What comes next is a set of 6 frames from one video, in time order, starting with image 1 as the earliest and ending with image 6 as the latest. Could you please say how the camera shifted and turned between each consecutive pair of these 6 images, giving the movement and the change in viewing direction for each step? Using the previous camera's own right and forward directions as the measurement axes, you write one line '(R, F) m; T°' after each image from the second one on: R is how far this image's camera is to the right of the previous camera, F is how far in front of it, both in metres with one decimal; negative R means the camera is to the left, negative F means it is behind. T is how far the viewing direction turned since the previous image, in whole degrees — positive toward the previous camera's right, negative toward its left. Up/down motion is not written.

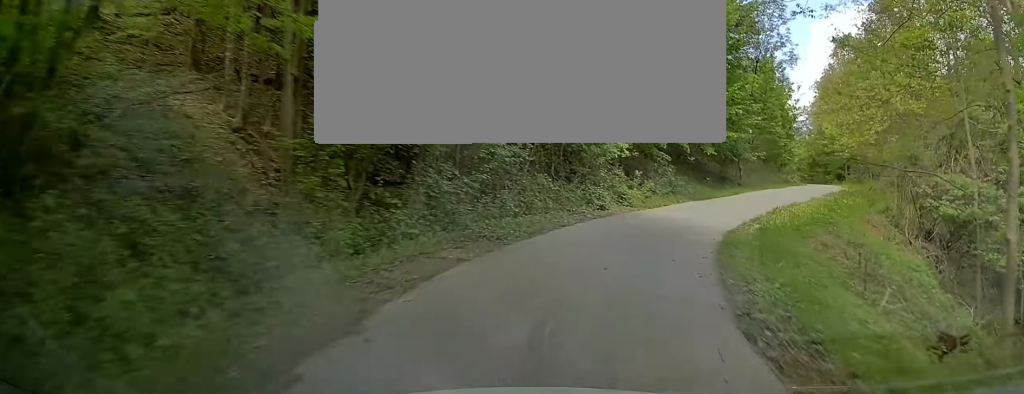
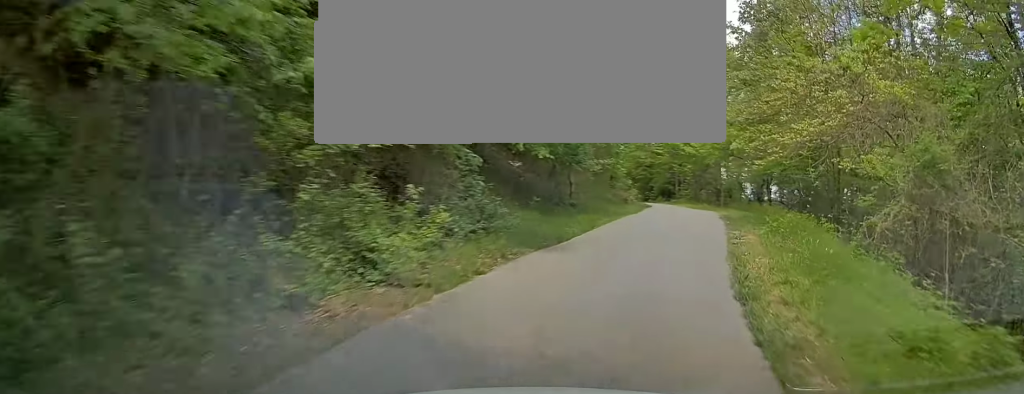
(+1.1, +11.3) m; +14°
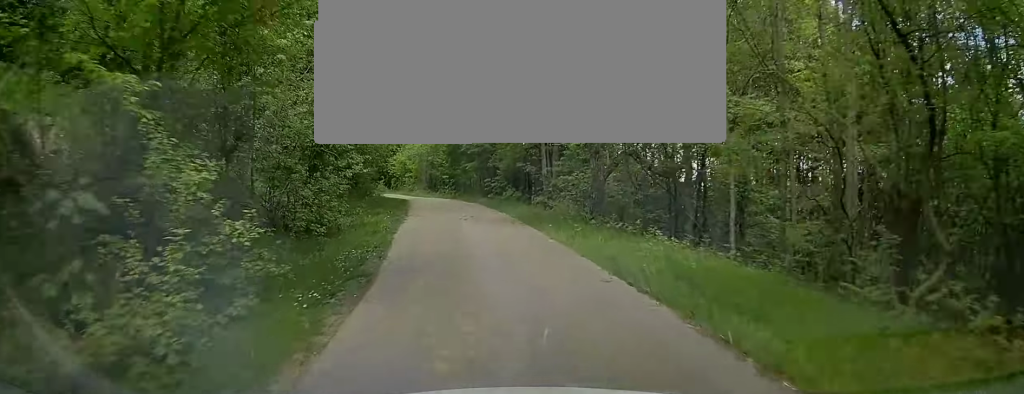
(+7.2, +27.7) m; +14°
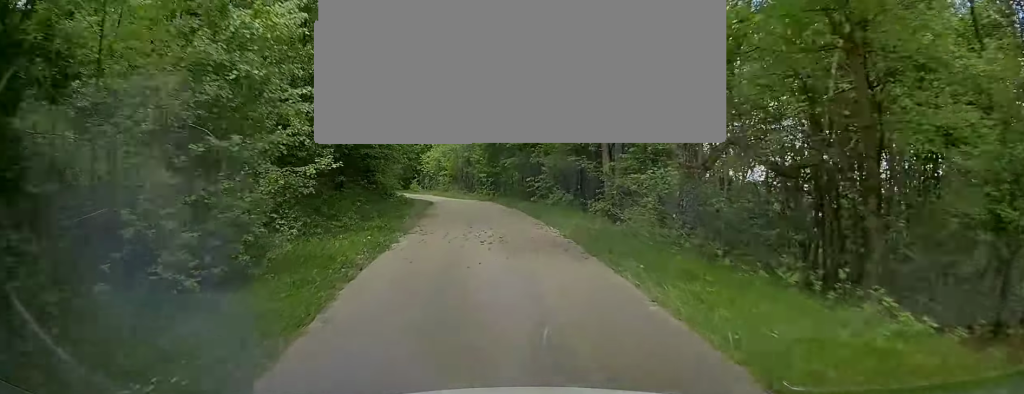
(-0.4, +6.1) m; -2°
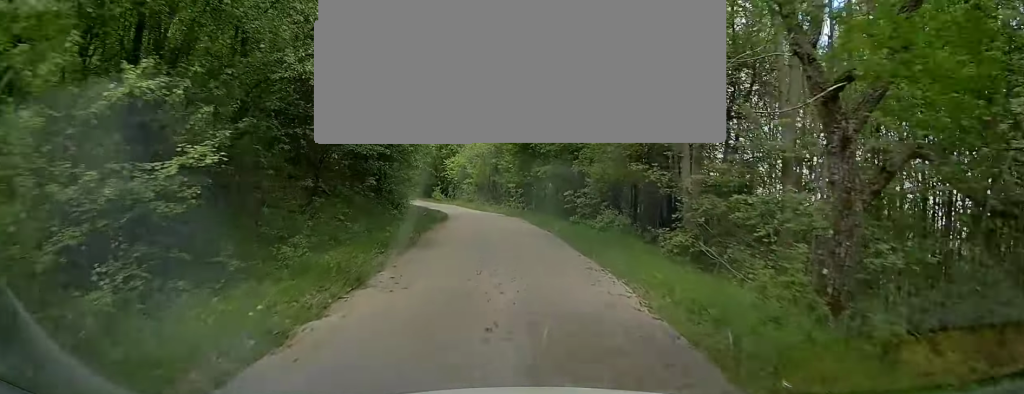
(-0.2, +5.4) m; -2°
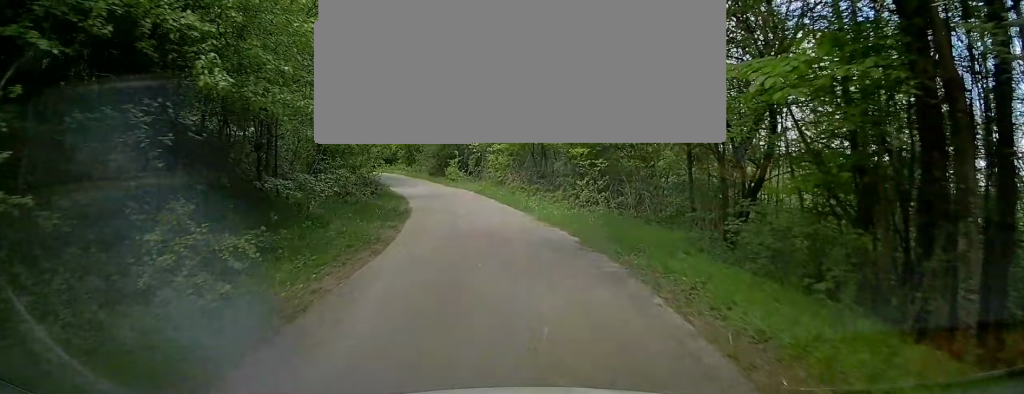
(-1.2, +21.4) m; -6°
